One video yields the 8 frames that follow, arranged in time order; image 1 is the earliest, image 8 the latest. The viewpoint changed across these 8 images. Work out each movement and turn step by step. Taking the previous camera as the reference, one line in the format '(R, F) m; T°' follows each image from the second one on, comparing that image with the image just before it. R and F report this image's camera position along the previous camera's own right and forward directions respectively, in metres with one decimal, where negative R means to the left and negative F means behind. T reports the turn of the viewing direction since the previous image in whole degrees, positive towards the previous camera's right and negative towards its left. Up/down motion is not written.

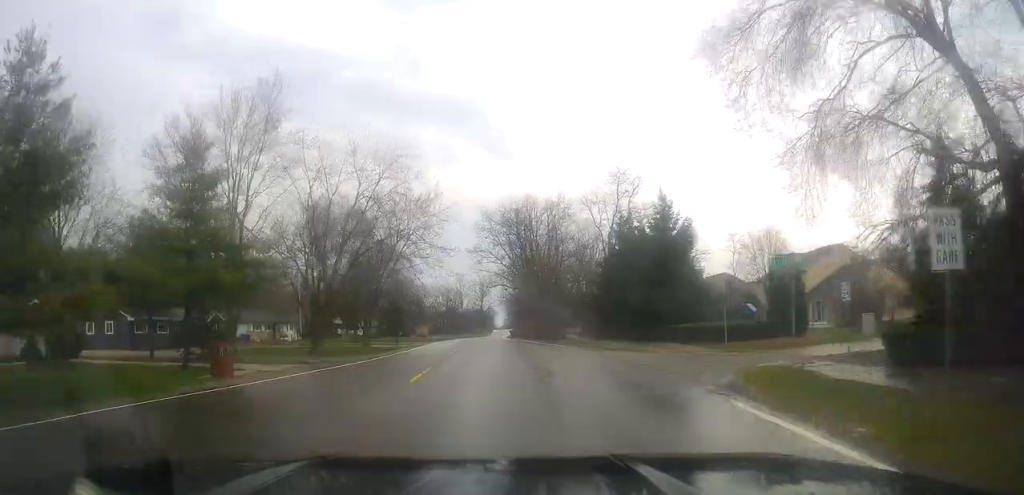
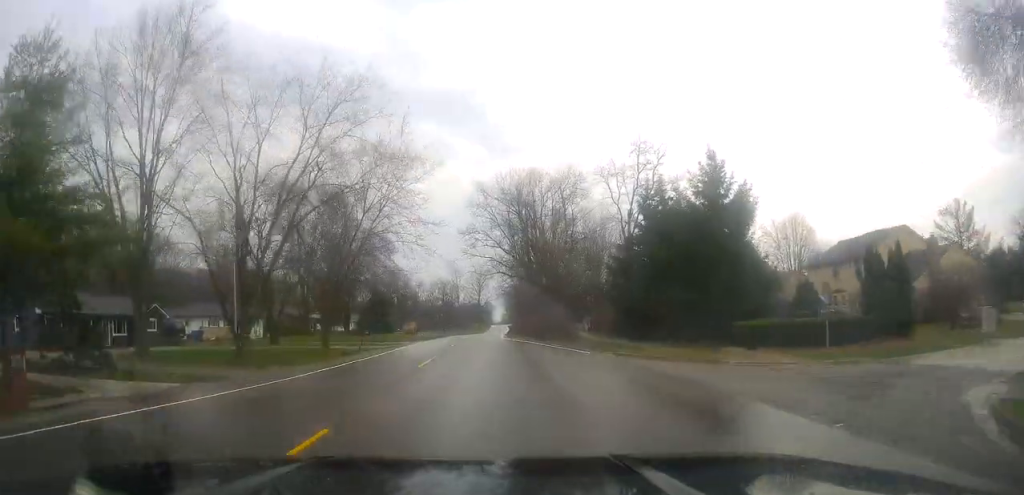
(0.0, +11.4) m; 0°
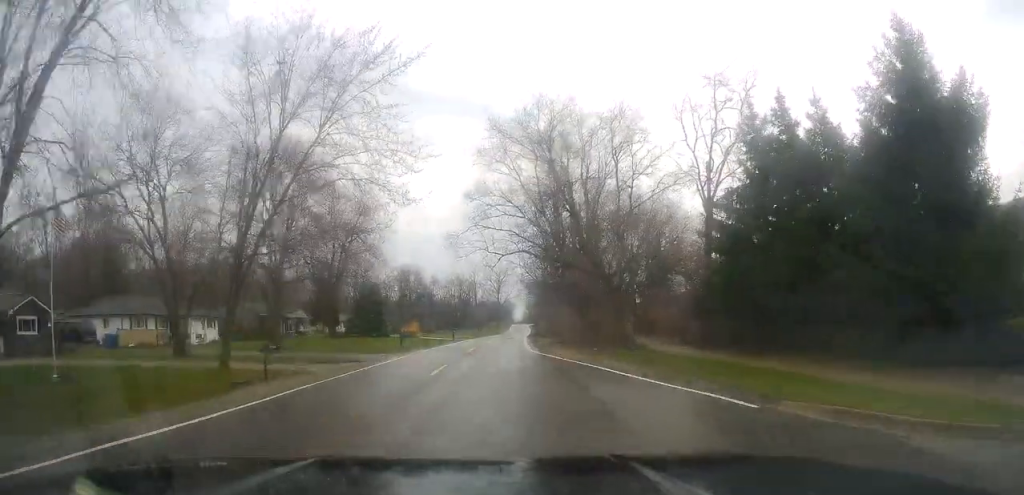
(-0.1, +17.6) m; -2°
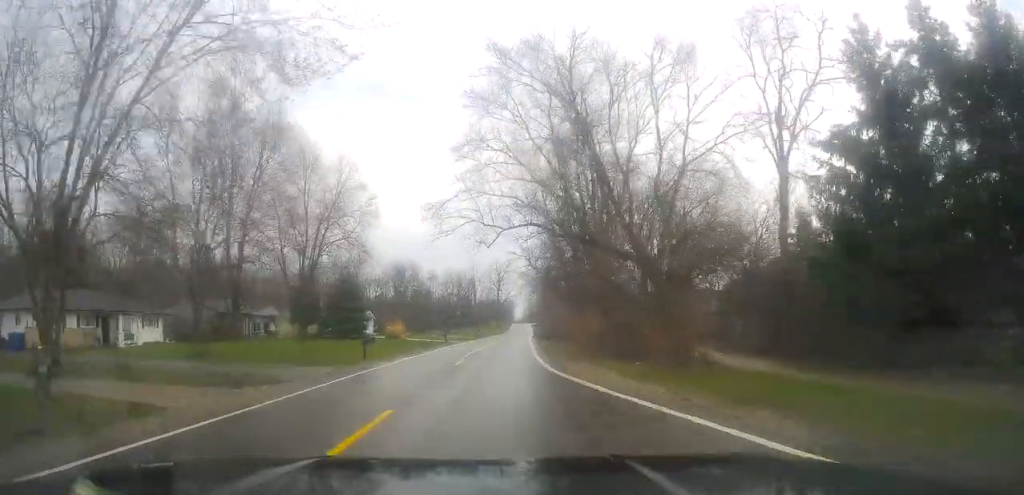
(-0.4, +10.6) m; -1°
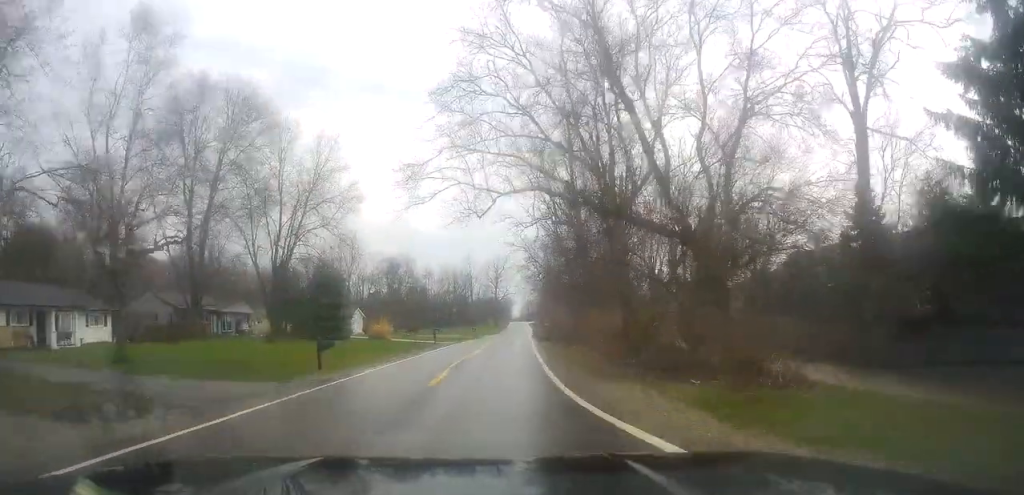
(-0.1, +7.1) m; 0°
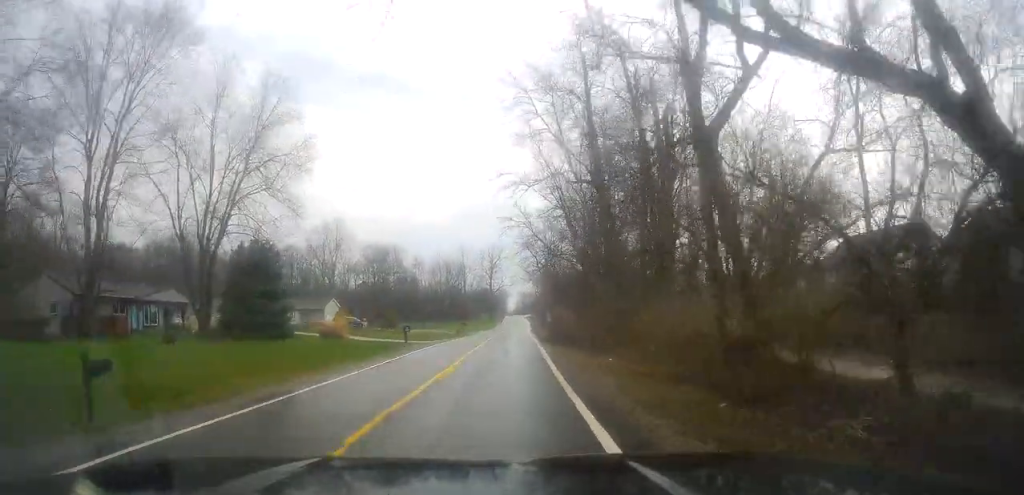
(0.0, +13.4) m; 0°
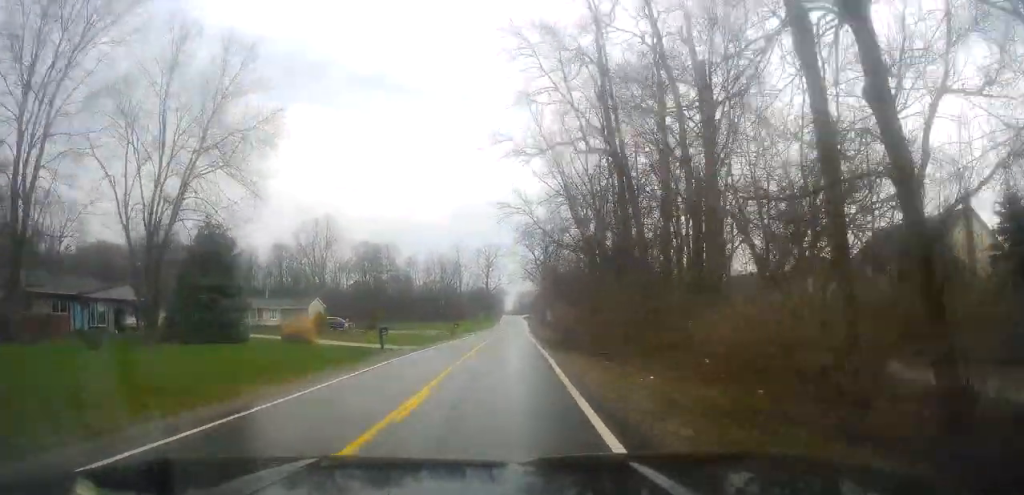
(0.0, +6.9) m; +1°
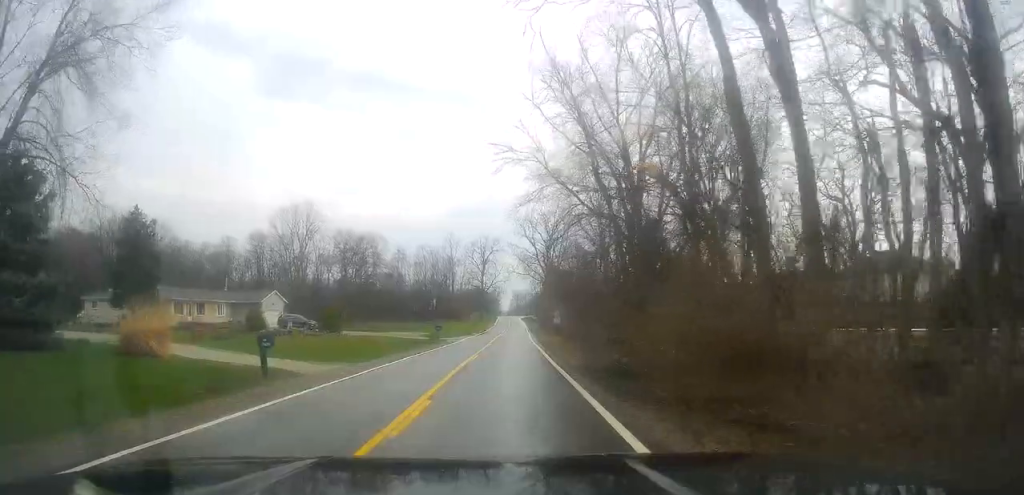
(+0.3, +16.1) m; +1°
